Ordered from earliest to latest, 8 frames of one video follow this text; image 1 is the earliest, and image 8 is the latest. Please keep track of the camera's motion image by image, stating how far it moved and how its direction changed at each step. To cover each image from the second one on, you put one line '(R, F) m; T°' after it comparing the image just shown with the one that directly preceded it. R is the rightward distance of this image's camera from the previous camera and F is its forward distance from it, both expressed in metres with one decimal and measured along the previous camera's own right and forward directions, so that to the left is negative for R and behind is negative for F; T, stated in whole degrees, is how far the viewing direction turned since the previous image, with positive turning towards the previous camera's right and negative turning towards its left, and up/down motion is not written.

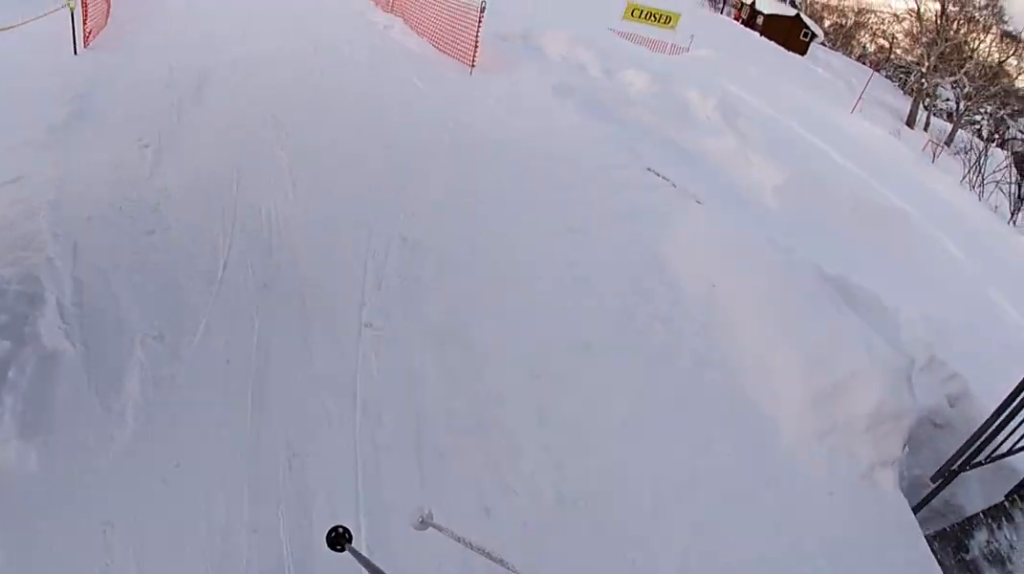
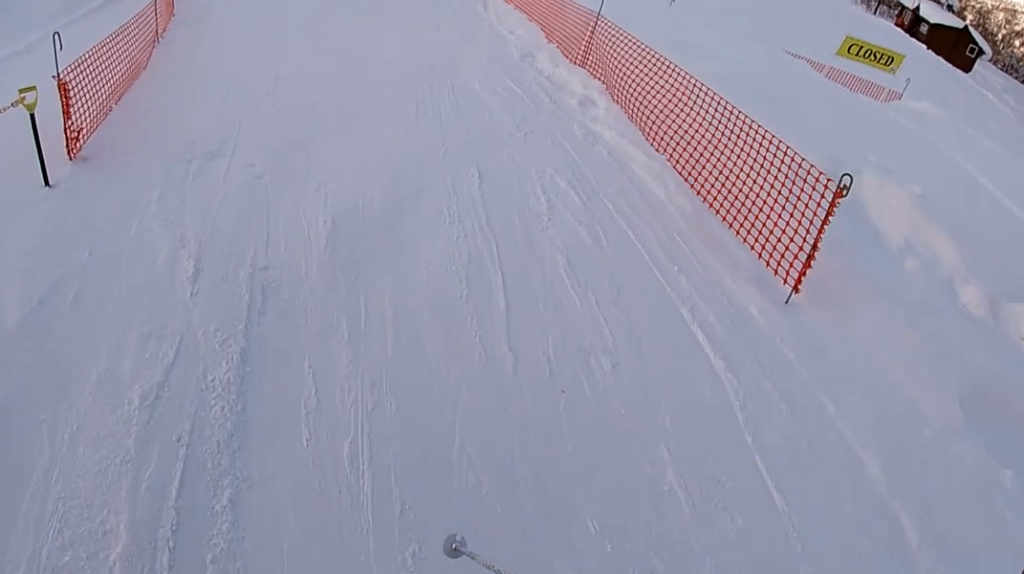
(-1.2, +4.7) m; -18°
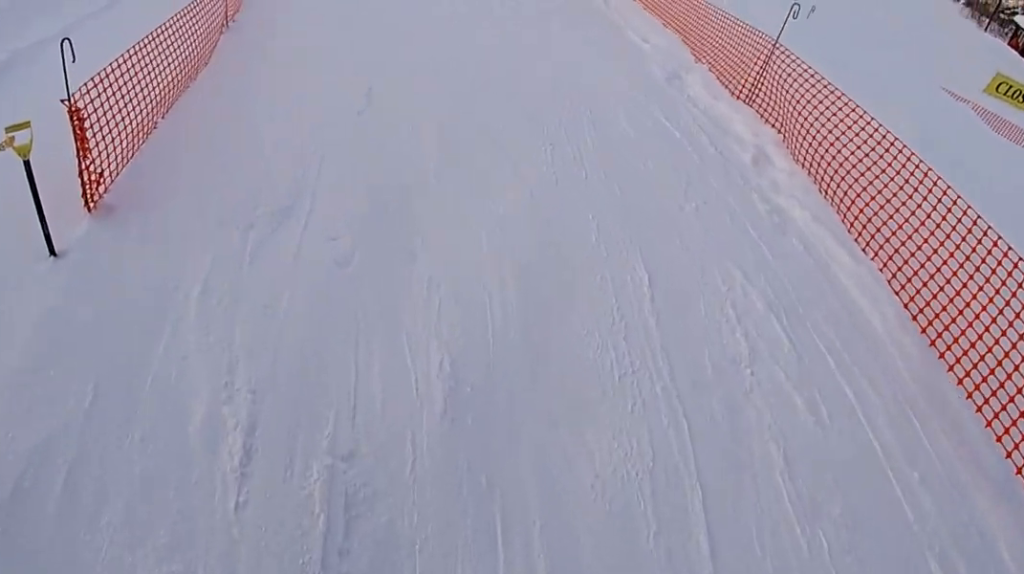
(0.0, +1.4) m; +1°
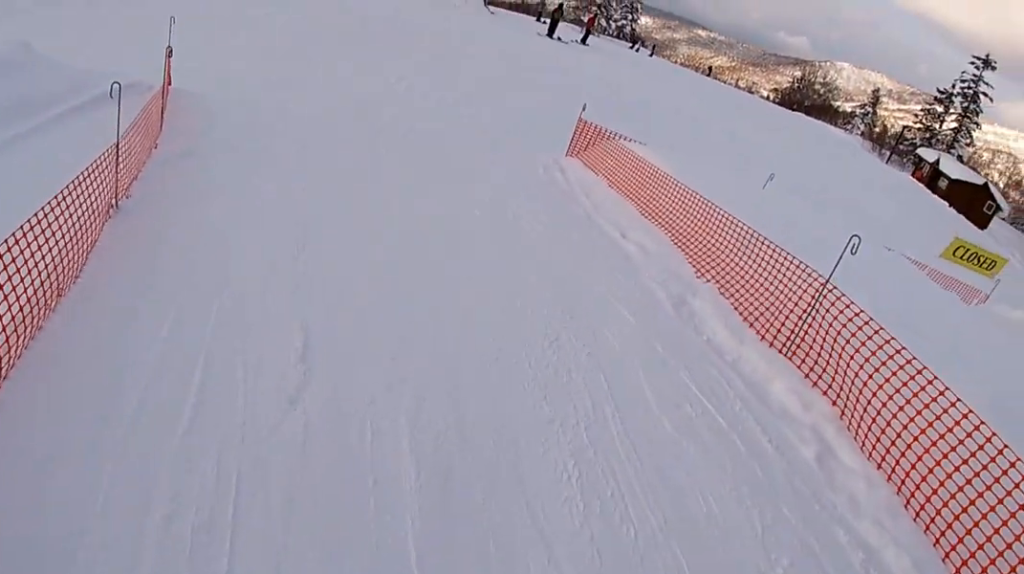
(0.0, +1.8) m; +2°
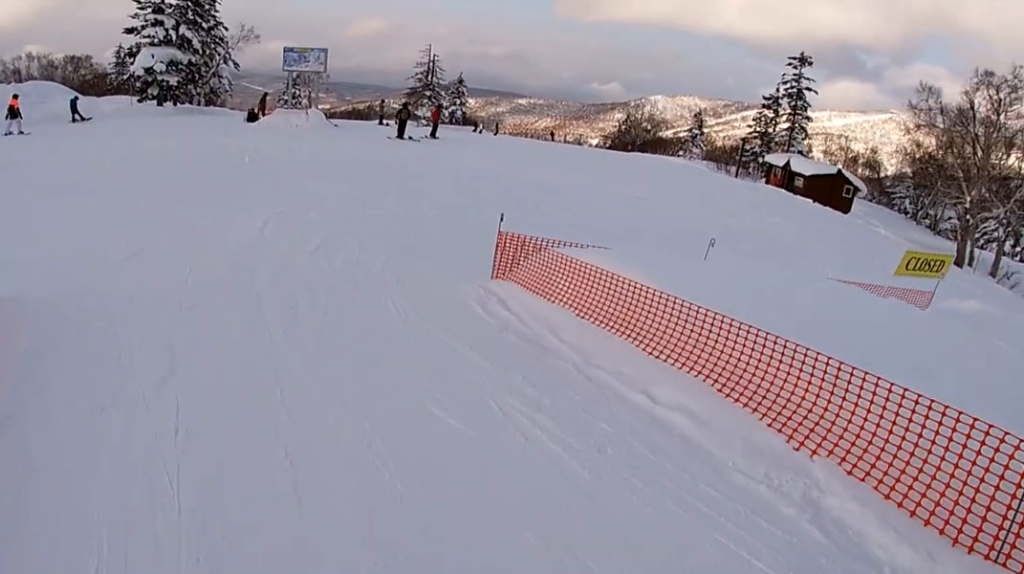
(+0.1, +2.3) m; +8°
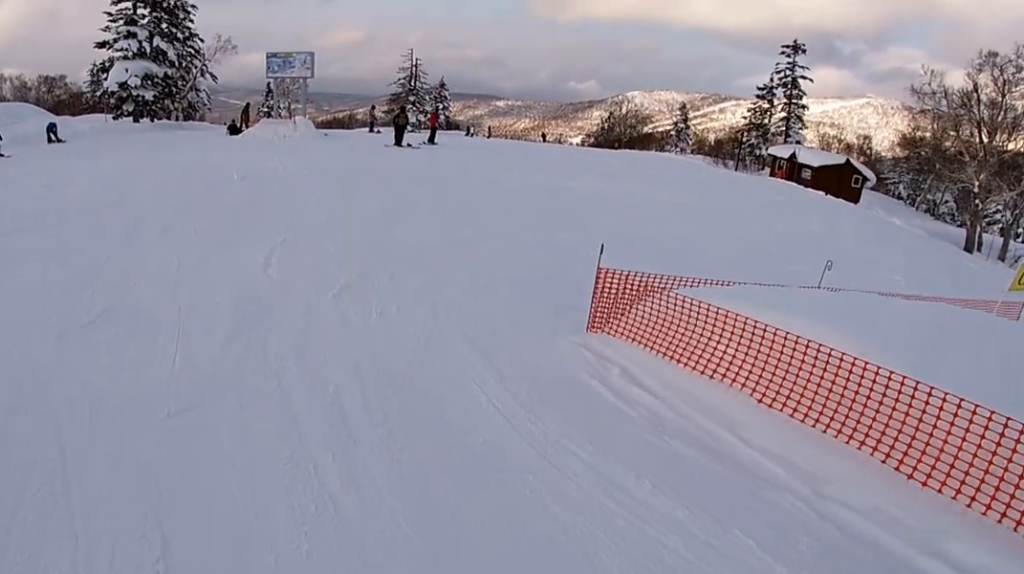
(0.0, +2.1) m; +8°
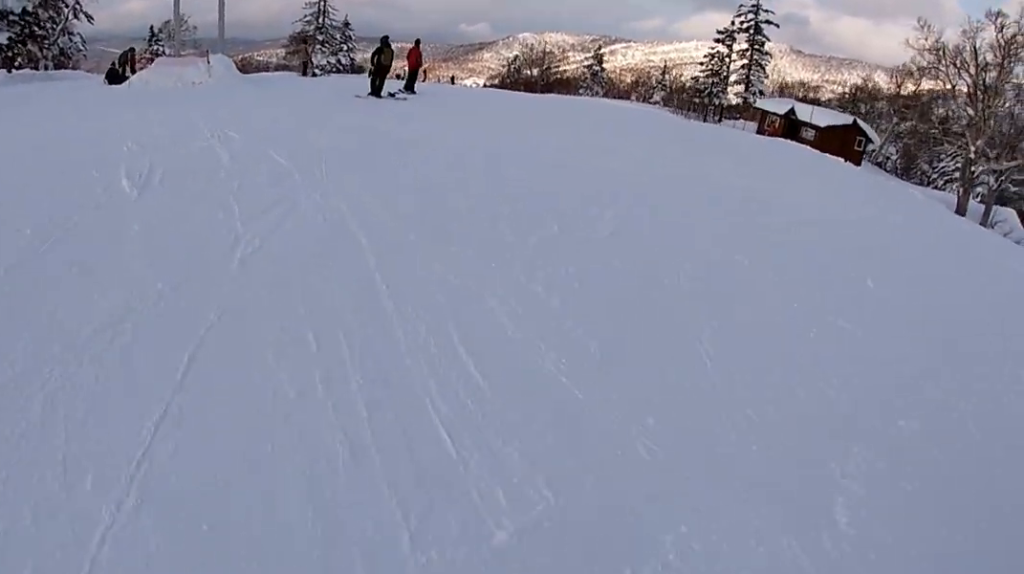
(+0.4, +8.2) m; -8°
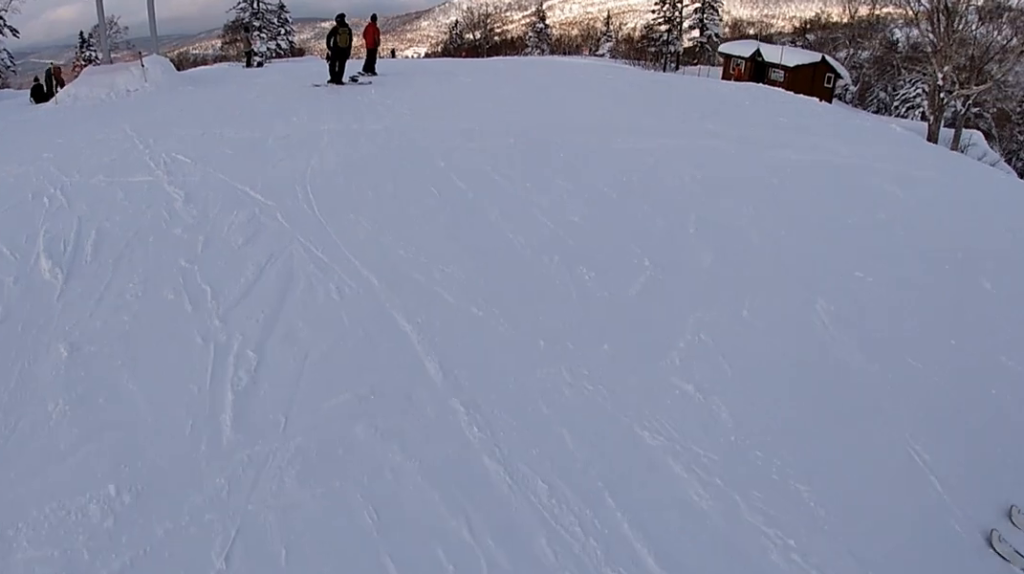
(-0.2, +1.8) m; +4°
